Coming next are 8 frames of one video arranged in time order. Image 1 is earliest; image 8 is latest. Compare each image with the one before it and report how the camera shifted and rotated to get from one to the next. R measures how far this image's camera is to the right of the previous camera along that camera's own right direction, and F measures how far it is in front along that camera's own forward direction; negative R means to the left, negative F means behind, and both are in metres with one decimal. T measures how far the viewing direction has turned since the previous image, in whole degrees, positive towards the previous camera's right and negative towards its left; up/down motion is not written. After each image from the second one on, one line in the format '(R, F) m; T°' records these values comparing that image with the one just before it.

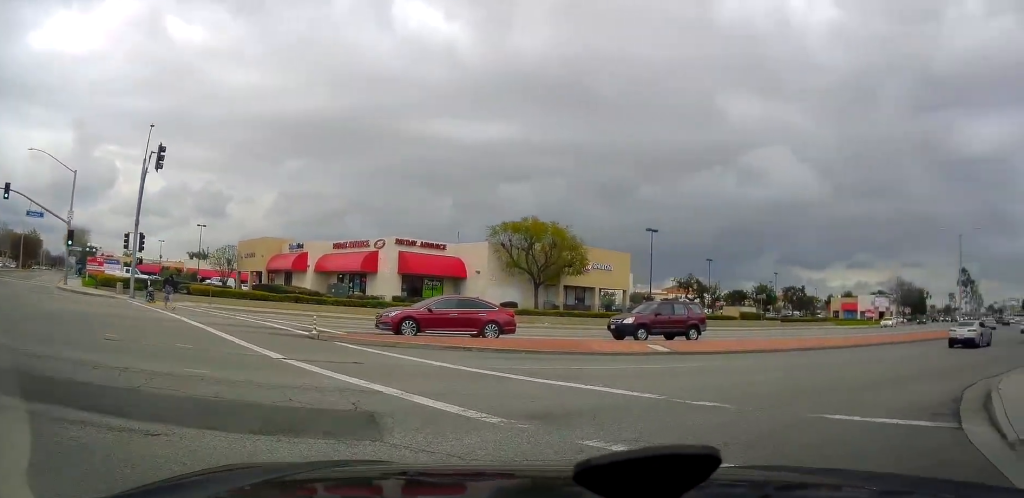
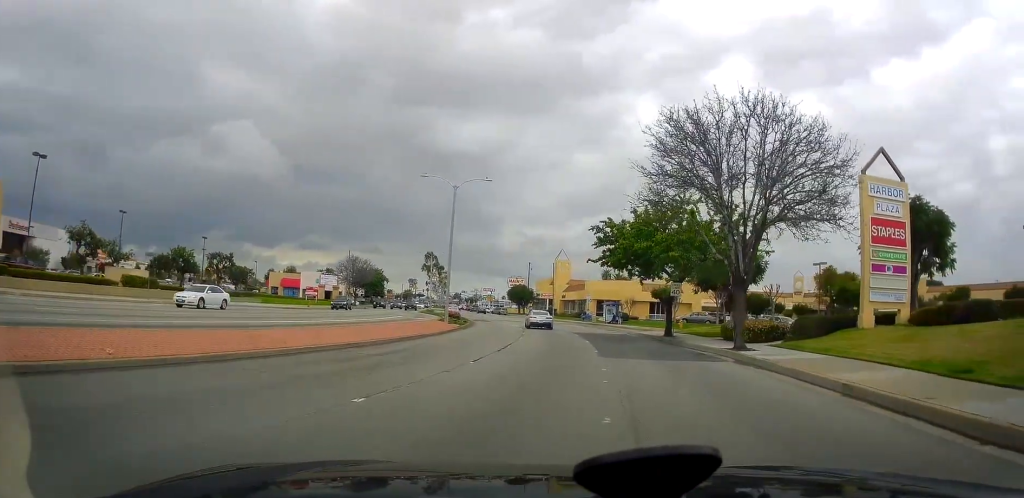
(+4.6, +13.1) m; +35°
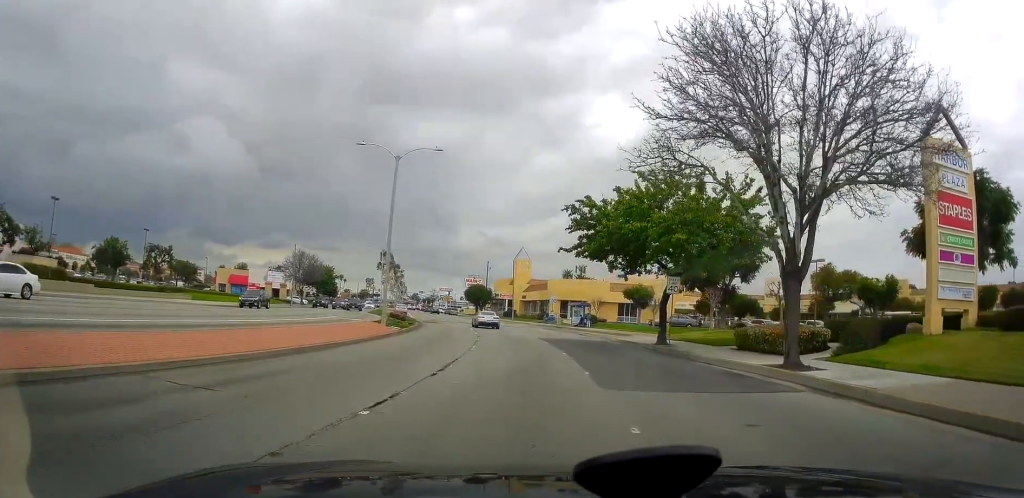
(+0.3, +6.2) m; +5°
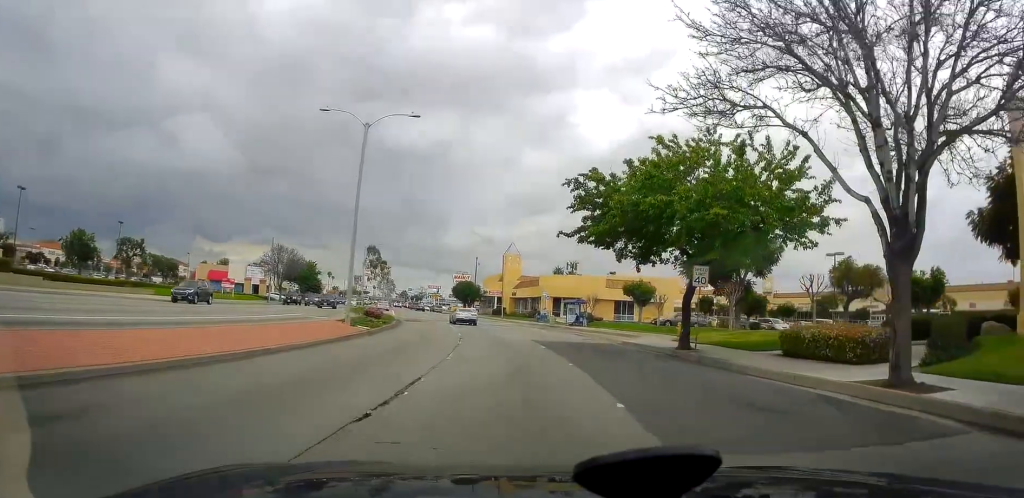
(-0.2, +4.4) m; +3°
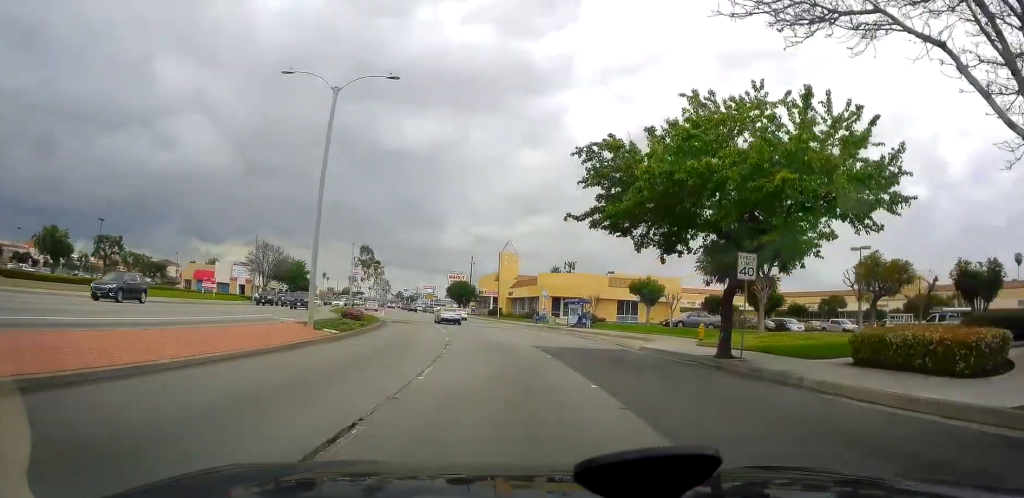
(+0.2, +4.4) m; +1°
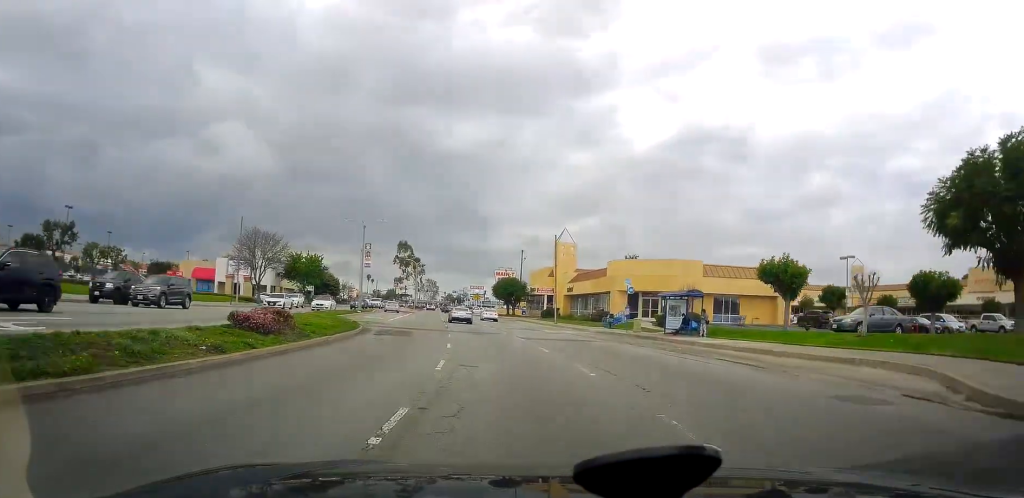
(+0.2, +19.0) m; +1°
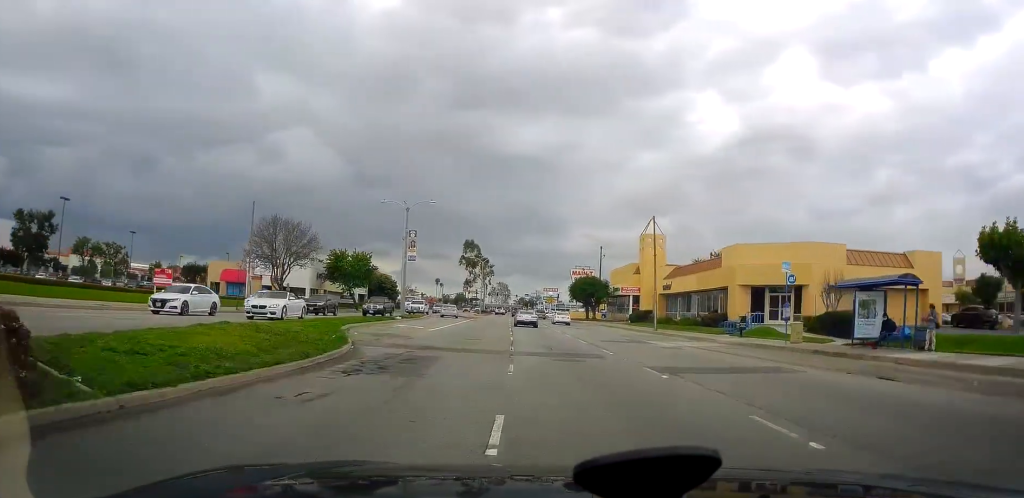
(-0.2, +14.3) m; -7°
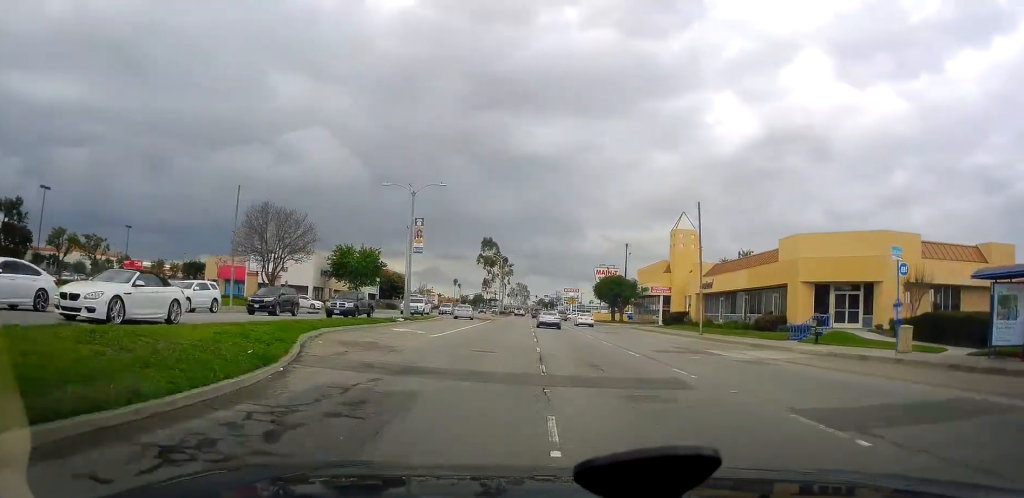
(-0.9, +7.3) m; -2°
